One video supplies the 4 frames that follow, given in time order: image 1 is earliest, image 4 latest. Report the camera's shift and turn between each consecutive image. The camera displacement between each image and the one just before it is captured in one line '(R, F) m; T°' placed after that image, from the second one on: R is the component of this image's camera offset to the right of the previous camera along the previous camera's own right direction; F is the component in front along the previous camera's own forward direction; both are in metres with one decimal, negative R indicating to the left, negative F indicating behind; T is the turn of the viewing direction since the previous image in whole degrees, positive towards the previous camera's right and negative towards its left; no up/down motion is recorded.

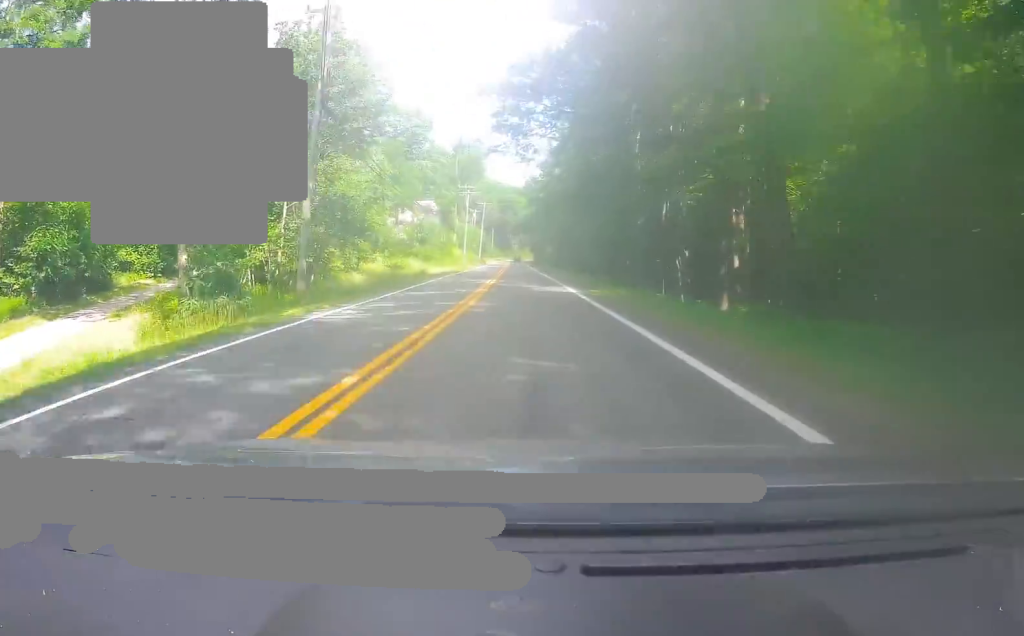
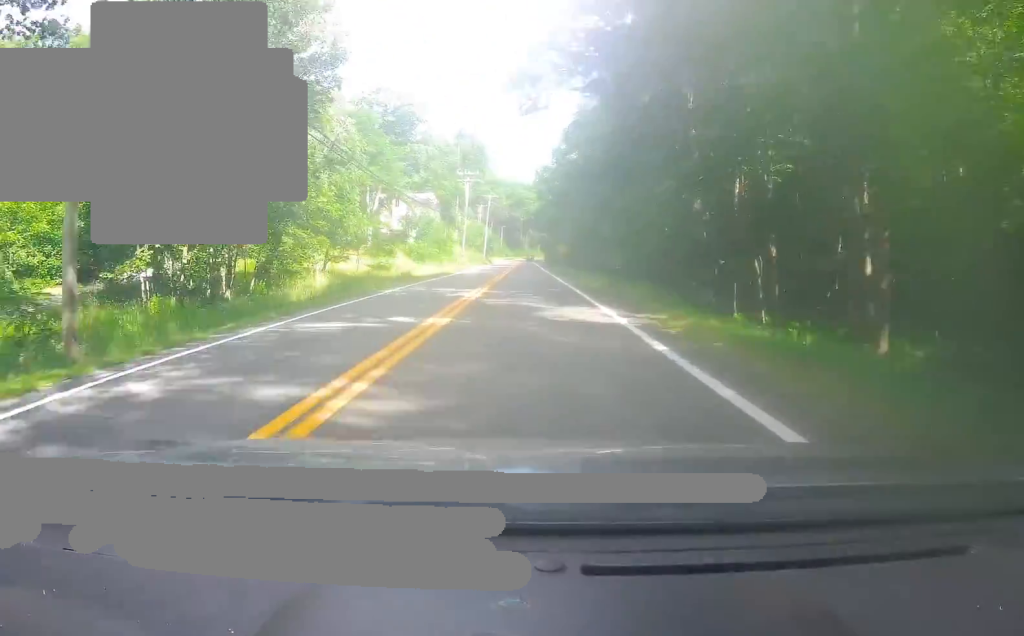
(-0.3, +13.3) m; -1°
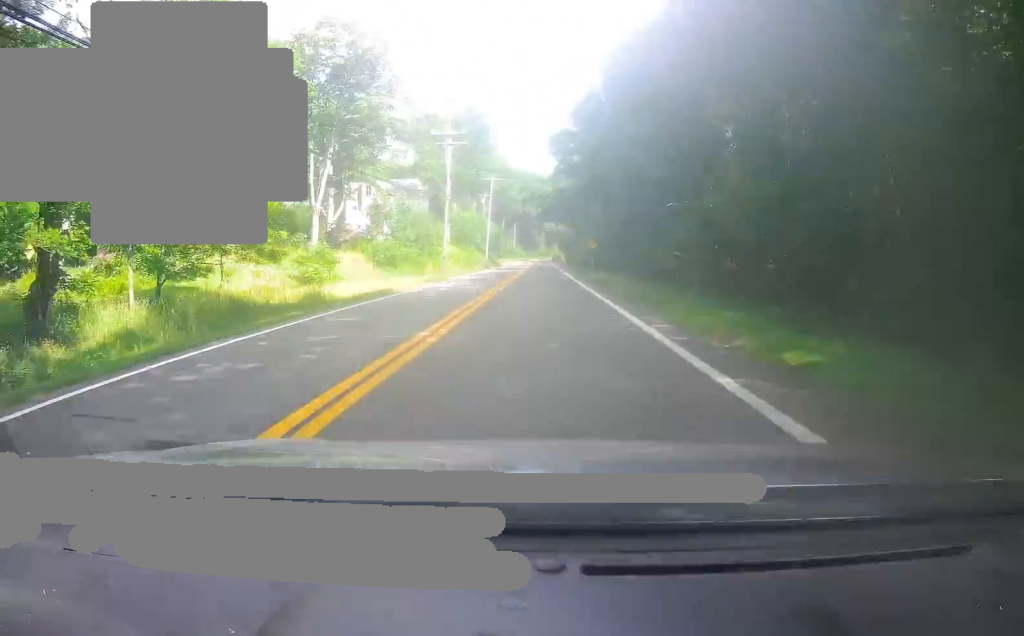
(-0.4, +26.1) m; -2°
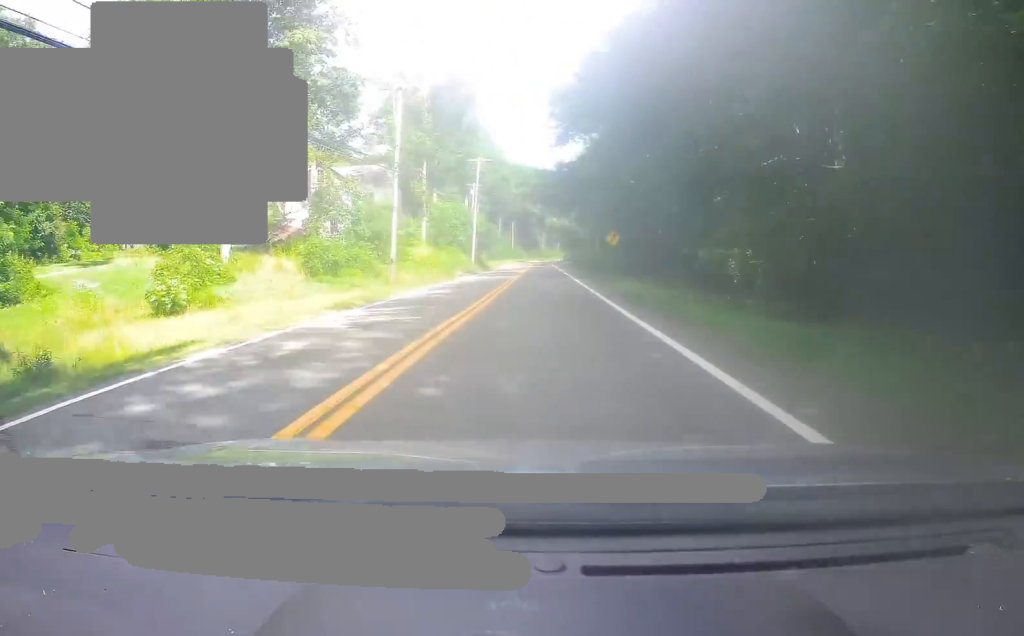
(-0.3, +17.7) m; -1°
